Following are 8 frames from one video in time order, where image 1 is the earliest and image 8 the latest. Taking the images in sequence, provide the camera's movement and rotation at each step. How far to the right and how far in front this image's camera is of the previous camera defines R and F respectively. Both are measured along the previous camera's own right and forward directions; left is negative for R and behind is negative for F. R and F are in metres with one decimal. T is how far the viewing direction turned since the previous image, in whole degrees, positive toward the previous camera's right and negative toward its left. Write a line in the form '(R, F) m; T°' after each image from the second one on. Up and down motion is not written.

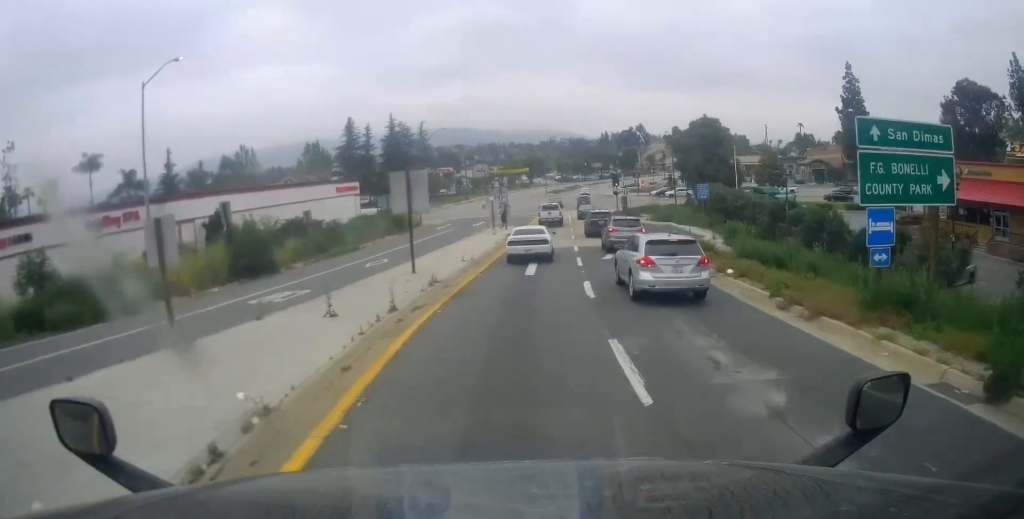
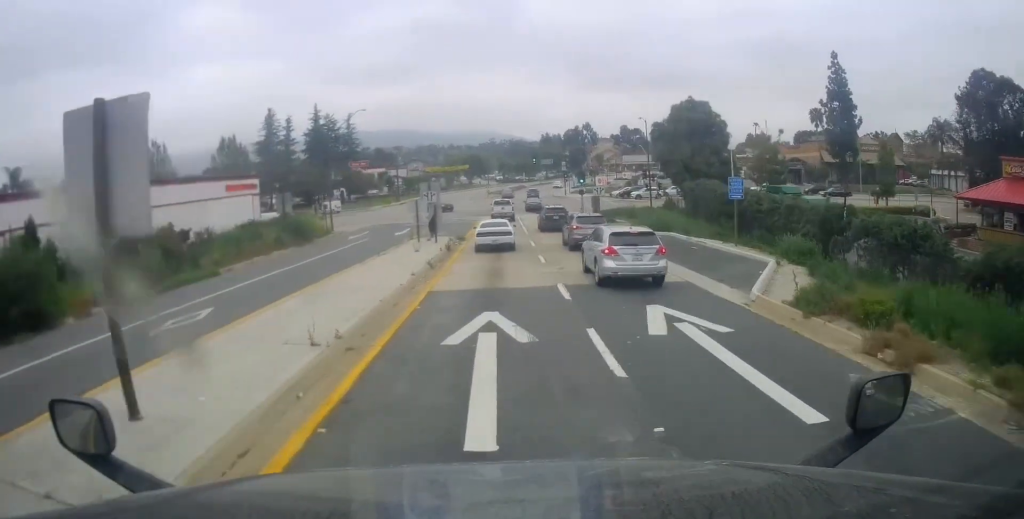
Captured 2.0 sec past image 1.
(-1.5, +12.9) m; +1°
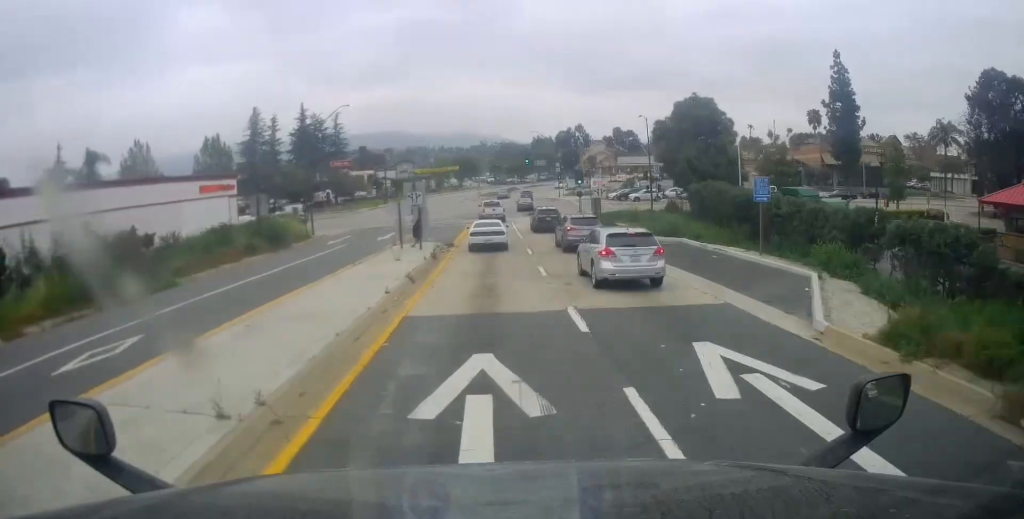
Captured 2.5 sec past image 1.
(+0.6, +3.7) m; +1°
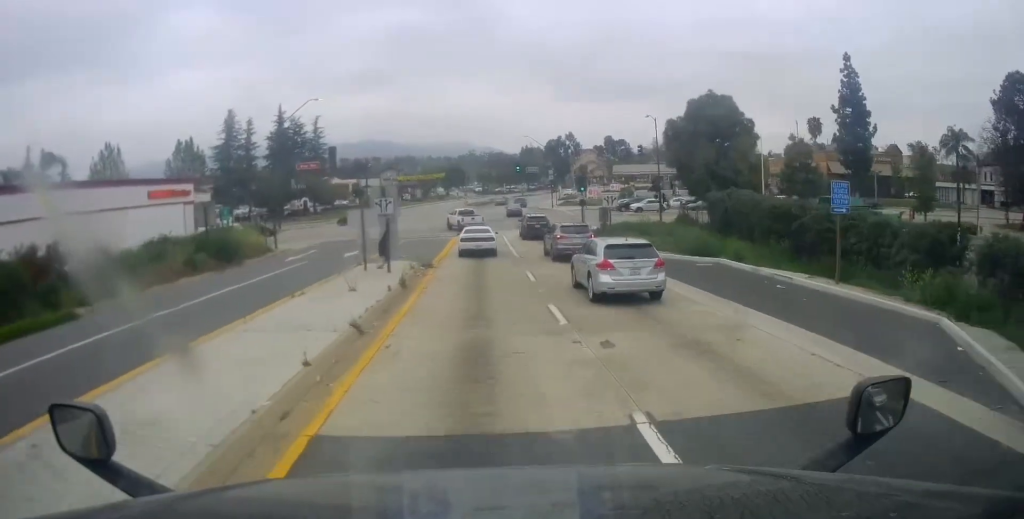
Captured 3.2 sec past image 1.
(+0.5, +6.6) m; +1°
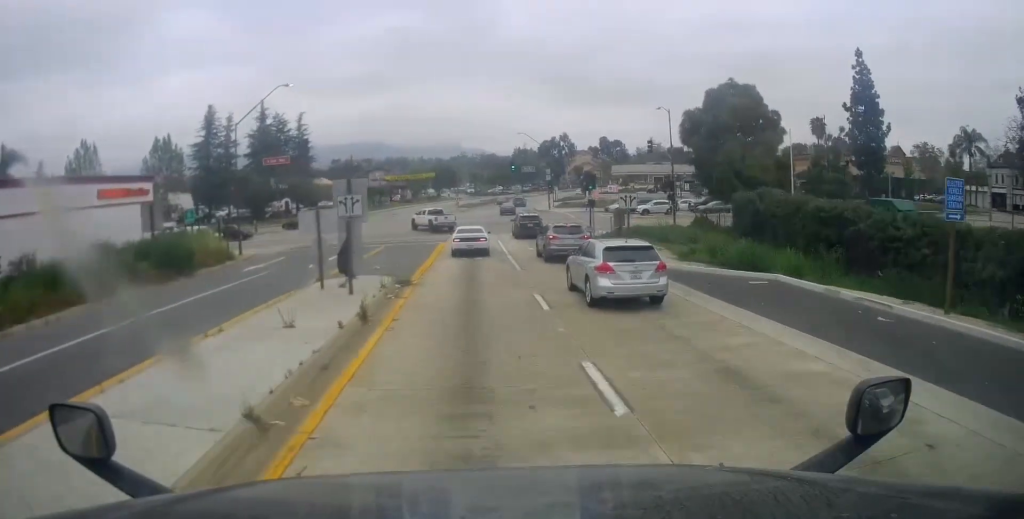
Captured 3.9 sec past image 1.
(-0.5, +5.6) m; -3°
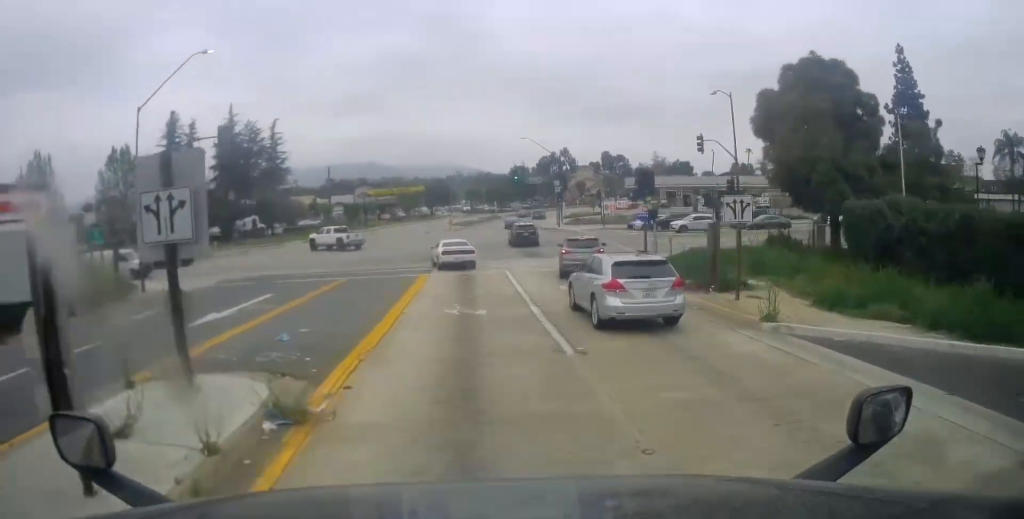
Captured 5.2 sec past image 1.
(+0.1, +12.2) m; +1°
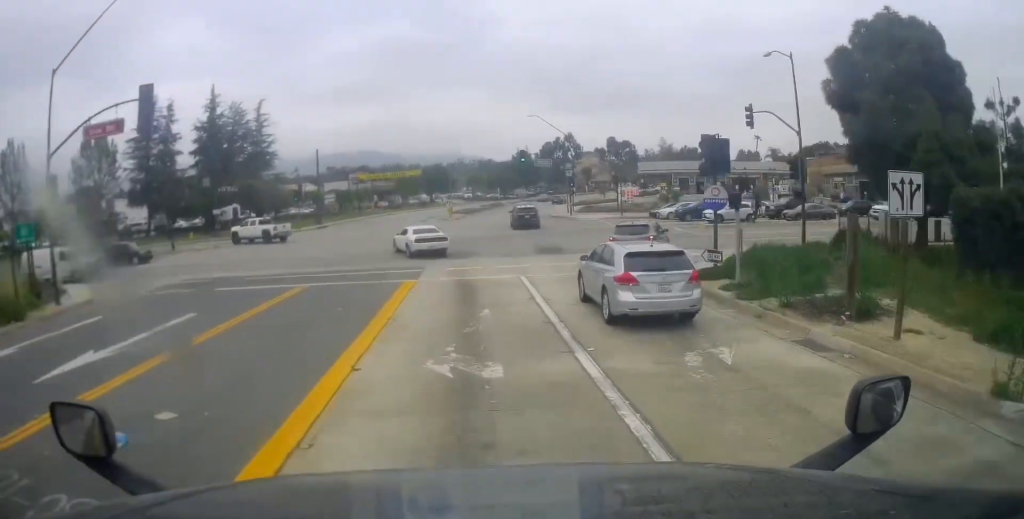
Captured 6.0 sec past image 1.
(+0.1, +7.0) m; -1°
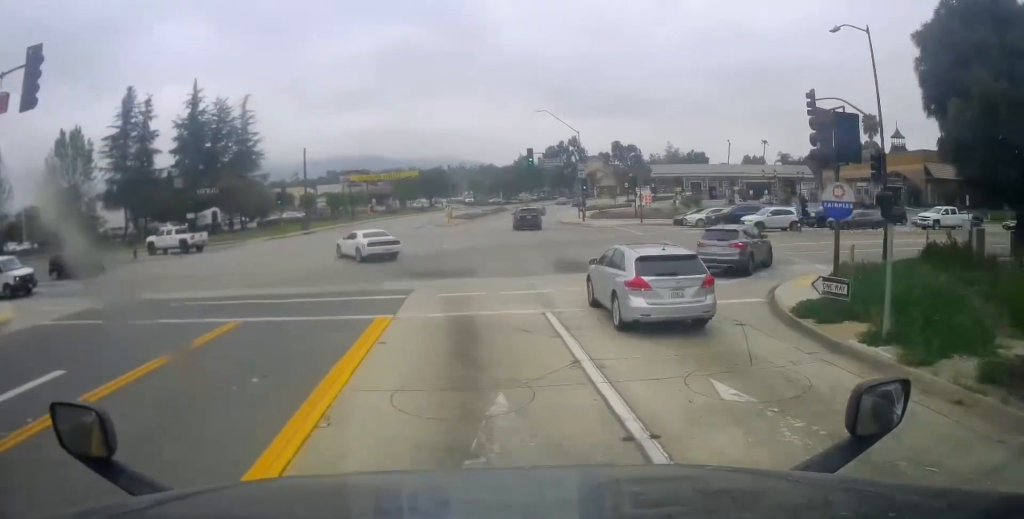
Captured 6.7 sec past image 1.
(-0.2, +6.2) m; 0°
